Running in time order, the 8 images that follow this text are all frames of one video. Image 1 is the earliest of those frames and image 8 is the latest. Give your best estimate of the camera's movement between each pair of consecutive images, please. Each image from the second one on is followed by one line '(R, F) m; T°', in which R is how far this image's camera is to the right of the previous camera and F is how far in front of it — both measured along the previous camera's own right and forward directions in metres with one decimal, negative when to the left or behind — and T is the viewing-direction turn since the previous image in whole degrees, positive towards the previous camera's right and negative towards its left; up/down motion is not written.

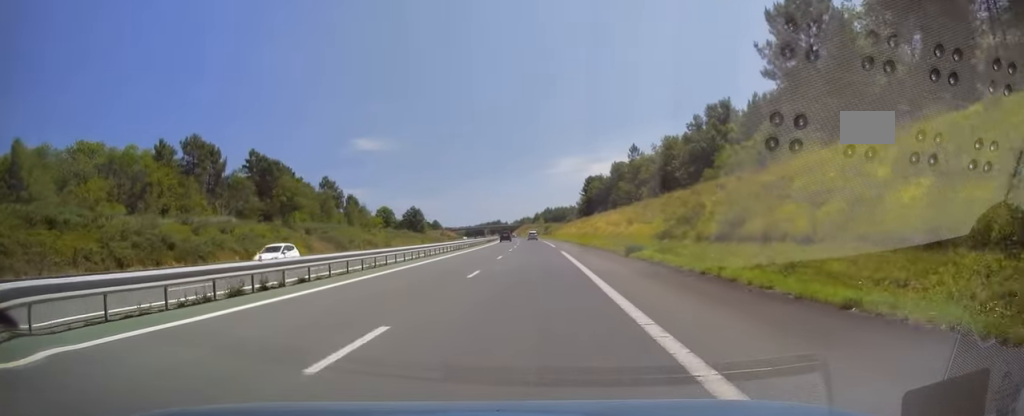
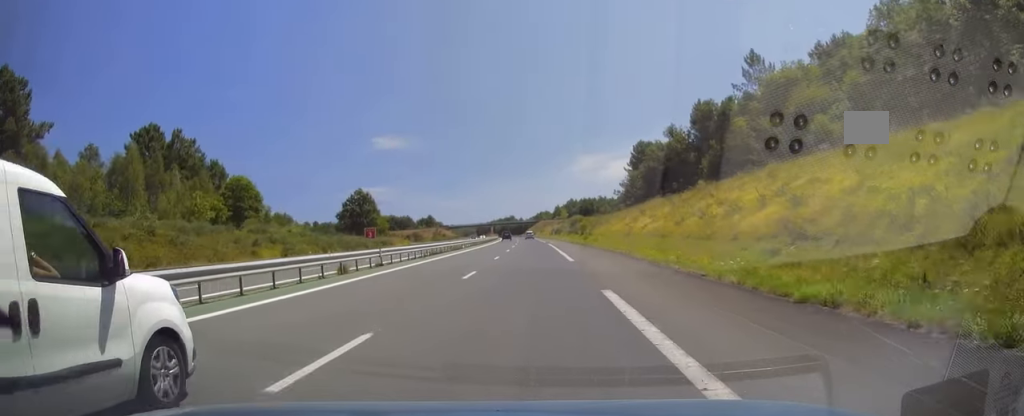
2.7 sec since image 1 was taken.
(-0.4, +78.8) m; -2°
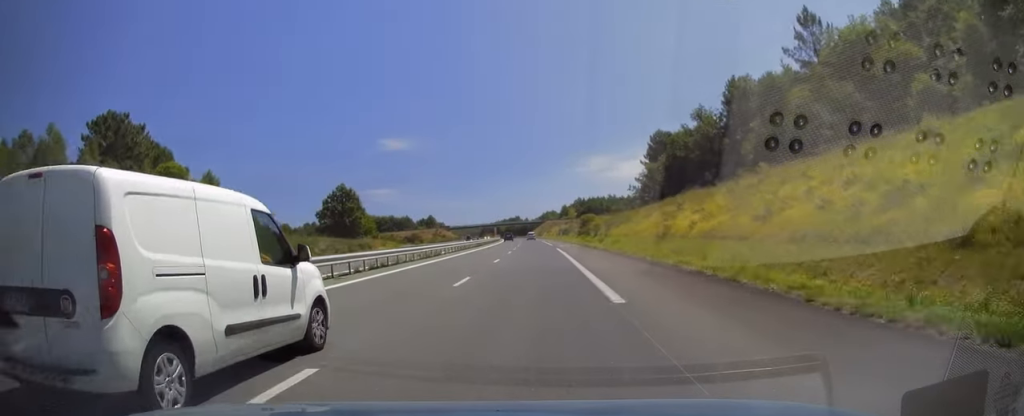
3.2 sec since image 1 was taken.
(-0.2, +15.3) m; -1°
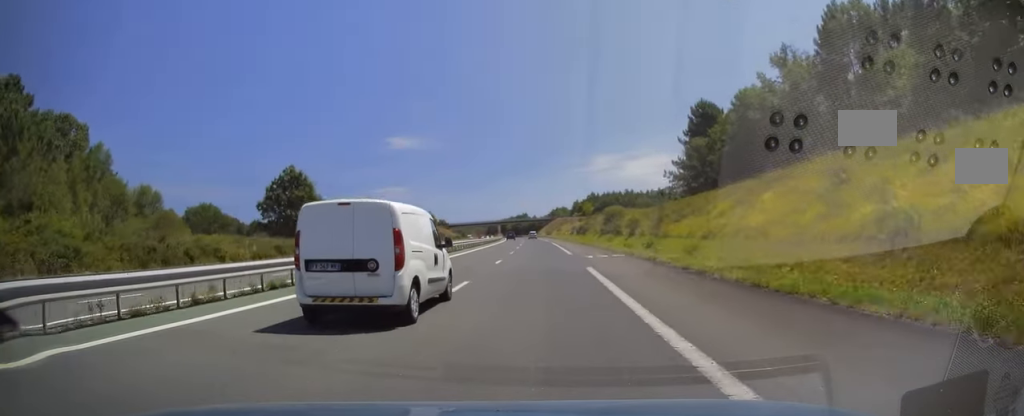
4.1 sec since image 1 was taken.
(-0.2, +28.1) m; -1°
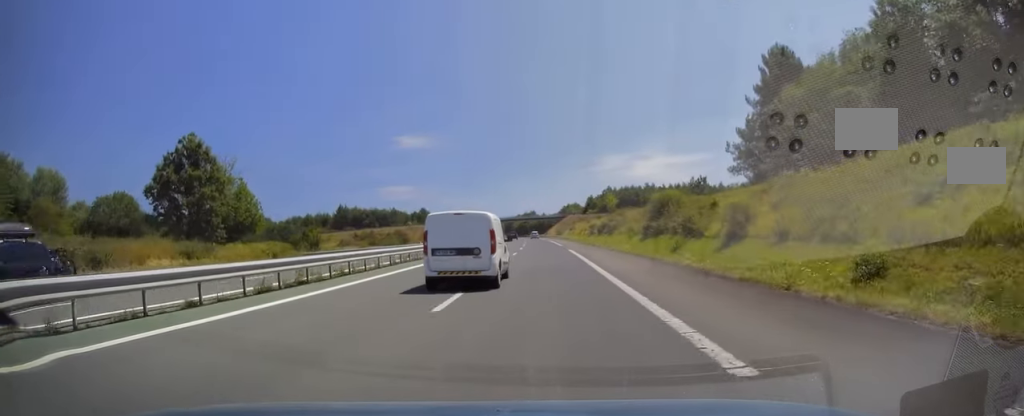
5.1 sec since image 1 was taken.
(-0.3, +29.5) m; -1°
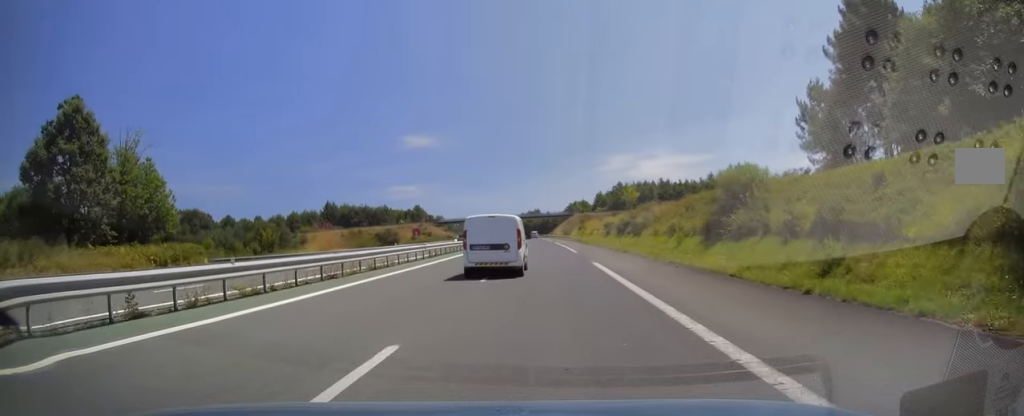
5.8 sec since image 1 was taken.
(-0.1, +19.2) m; 0°
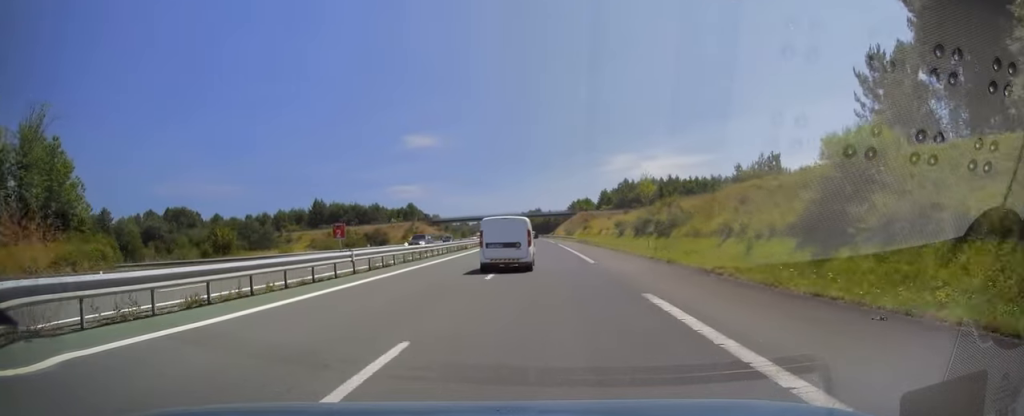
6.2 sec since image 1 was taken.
(0.0, +12.9) m; 0°
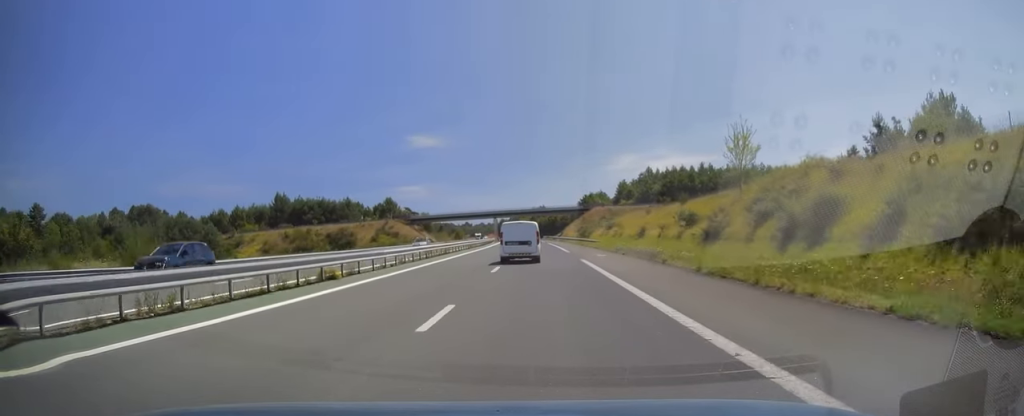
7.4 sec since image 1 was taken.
(0.0, +35.0) m; -1°
